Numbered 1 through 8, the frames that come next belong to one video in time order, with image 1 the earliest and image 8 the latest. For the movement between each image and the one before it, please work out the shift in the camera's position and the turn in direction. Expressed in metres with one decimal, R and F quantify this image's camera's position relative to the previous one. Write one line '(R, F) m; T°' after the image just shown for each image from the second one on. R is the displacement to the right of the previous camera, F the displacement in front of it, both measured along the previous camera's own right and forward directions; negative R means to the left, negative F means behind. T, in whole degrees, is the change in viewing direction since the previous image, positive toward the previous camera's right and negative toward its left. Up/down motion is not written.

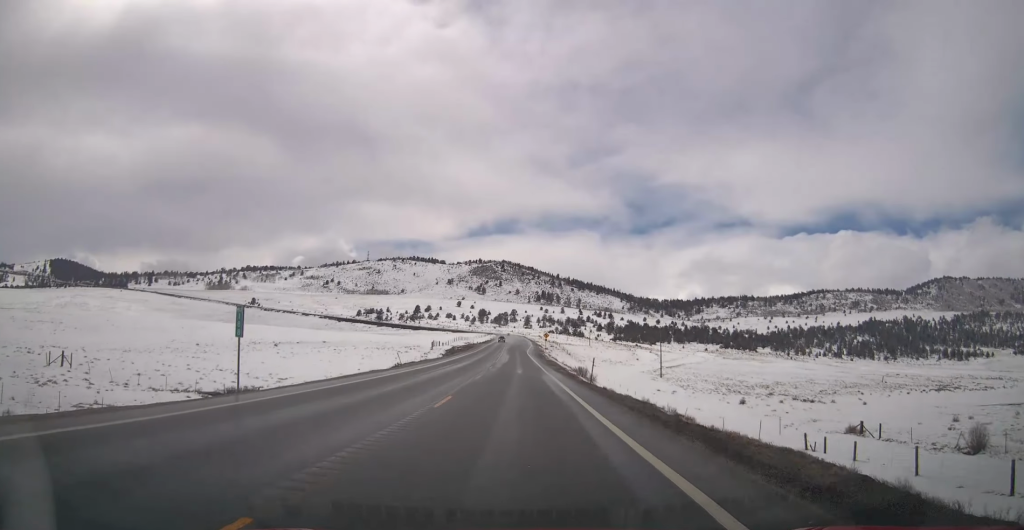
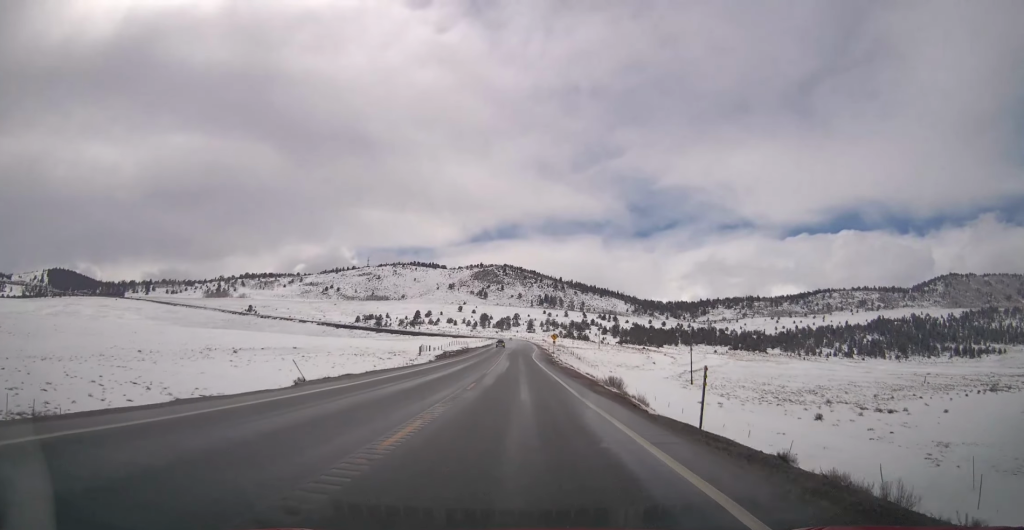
(-0.3, +17.6) m; -2°
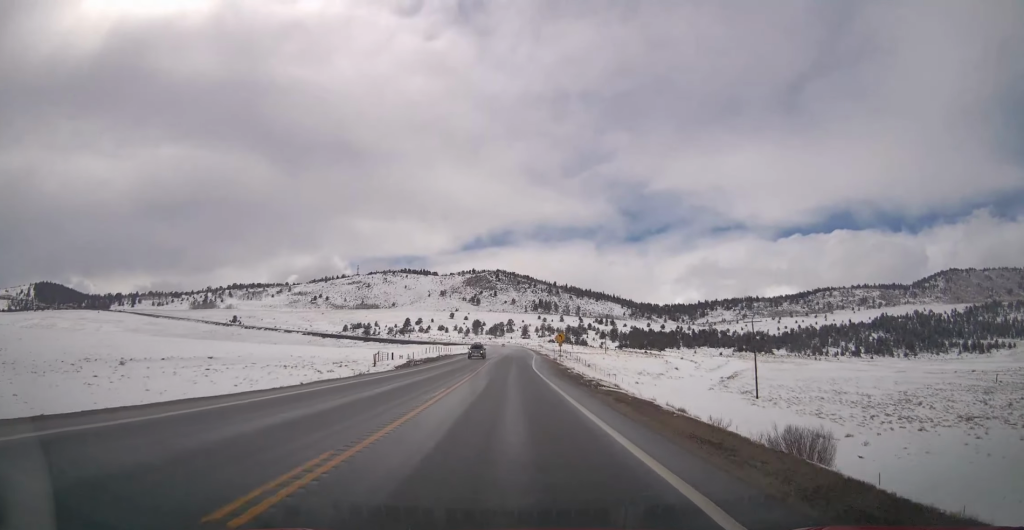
(-0.4, +27.7) m; 0°
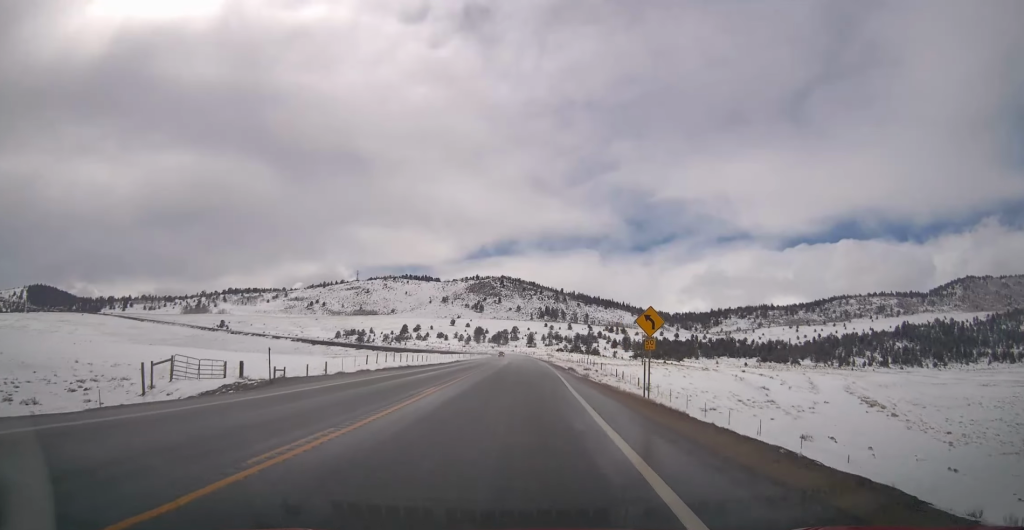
(+0.1, +47.3) m; 0°
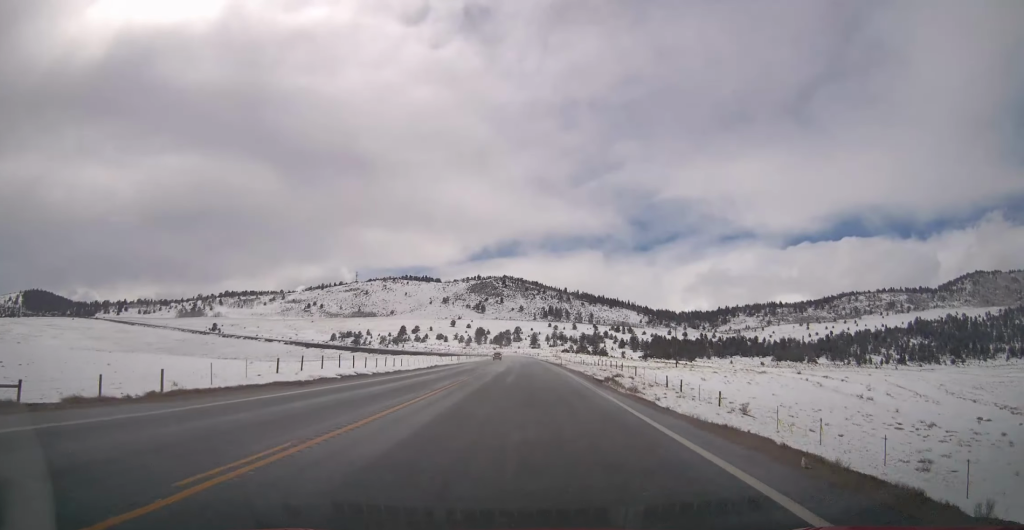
(+0.1, +26.3) m; 0°
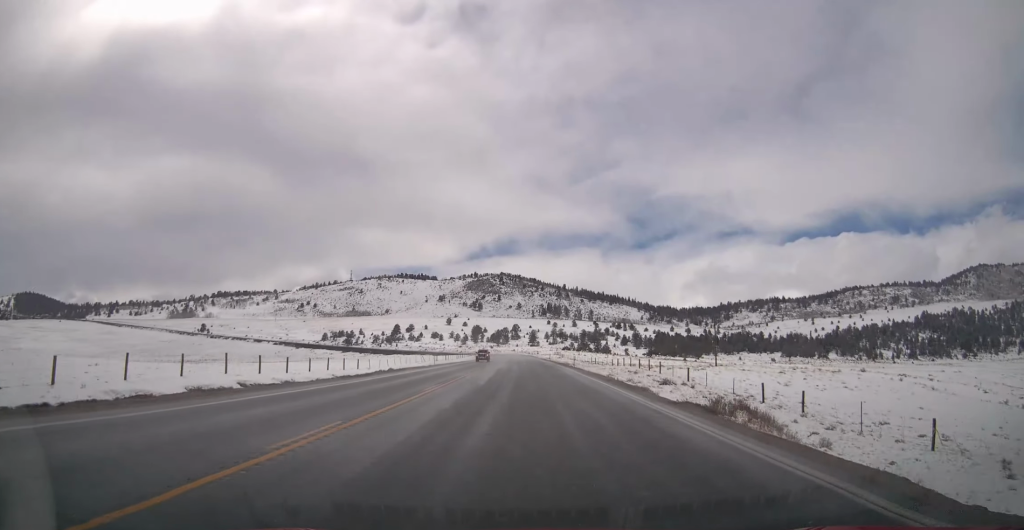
(-0.1, +21.6) m; 0°
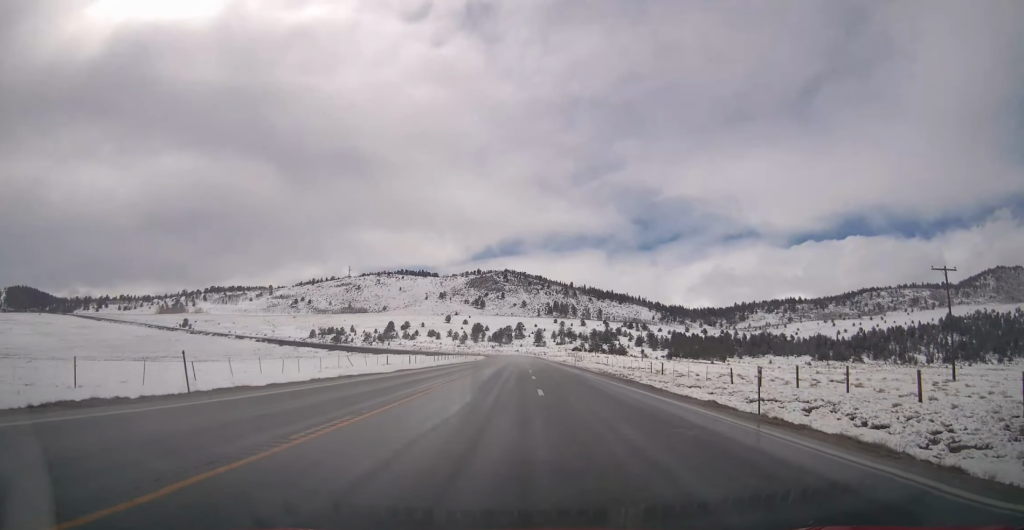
(0.0, +47.7) m; 0°
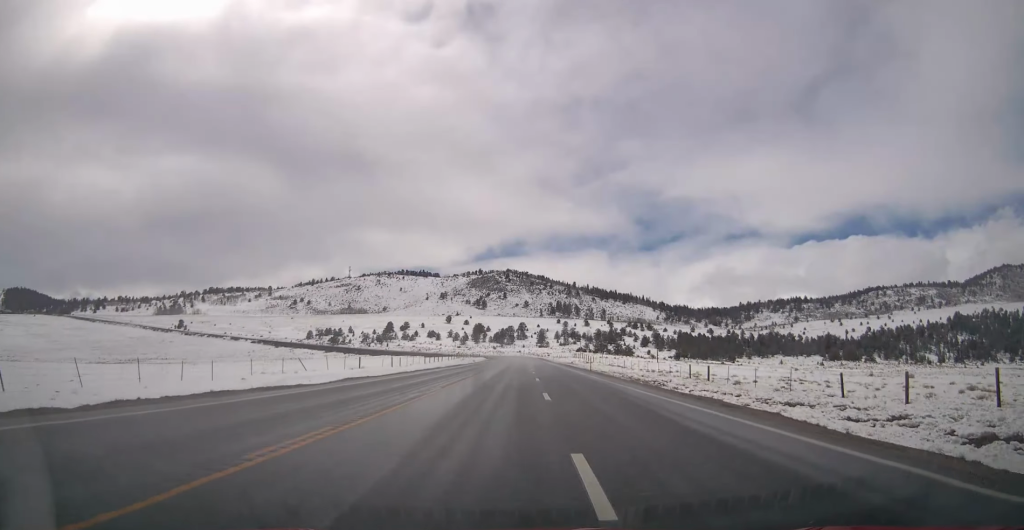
(+0.2, +13.8) m; 0°
